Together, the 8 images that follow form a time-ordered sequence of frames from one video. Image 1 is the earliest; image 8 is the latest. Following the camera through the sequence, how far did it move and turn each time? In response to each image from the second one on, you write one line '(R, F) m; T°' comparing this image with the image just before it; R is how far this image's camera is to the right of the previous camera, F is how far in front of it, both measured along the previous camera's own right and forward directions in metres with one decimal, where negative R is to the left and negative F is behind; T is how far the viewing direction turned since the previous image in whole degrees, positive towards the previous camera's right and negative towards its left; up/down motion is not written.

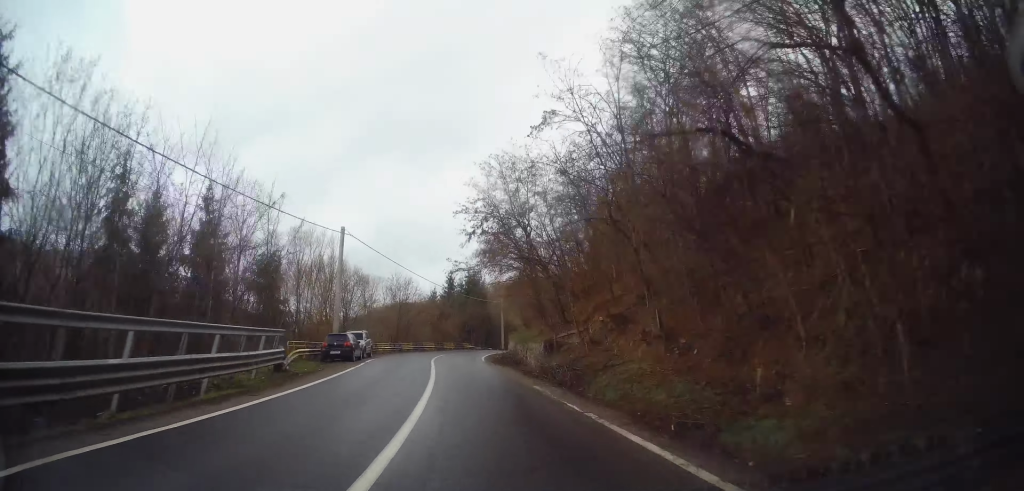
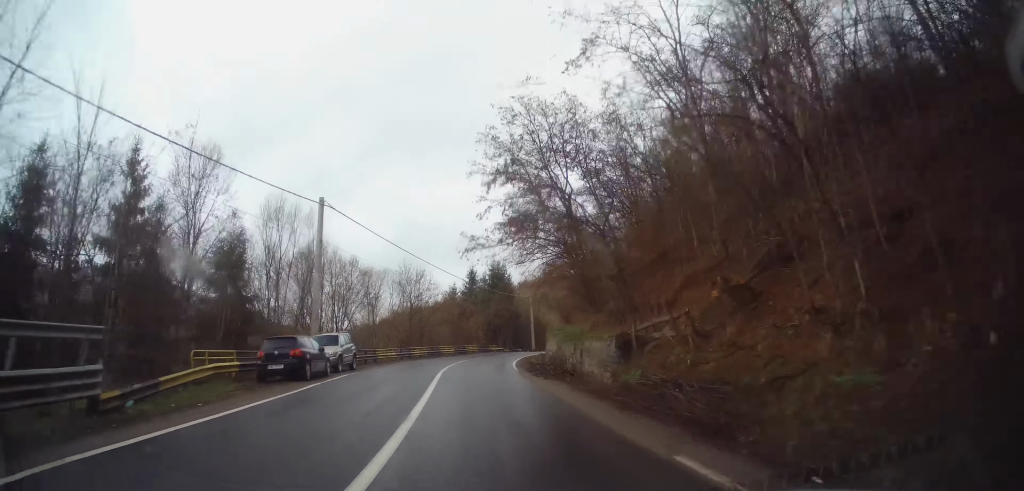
(-0.2, +10.5) m; -2°
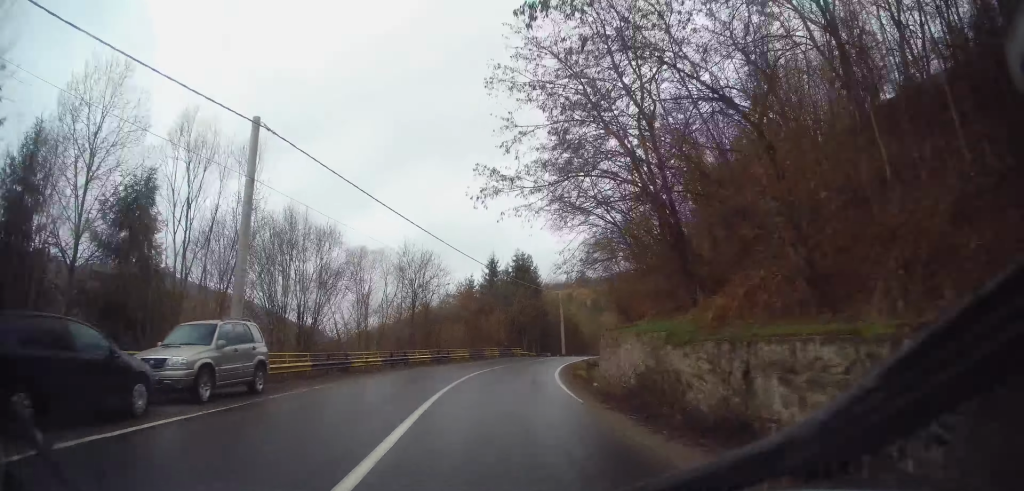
(-0.2, +12.2) m; +1°
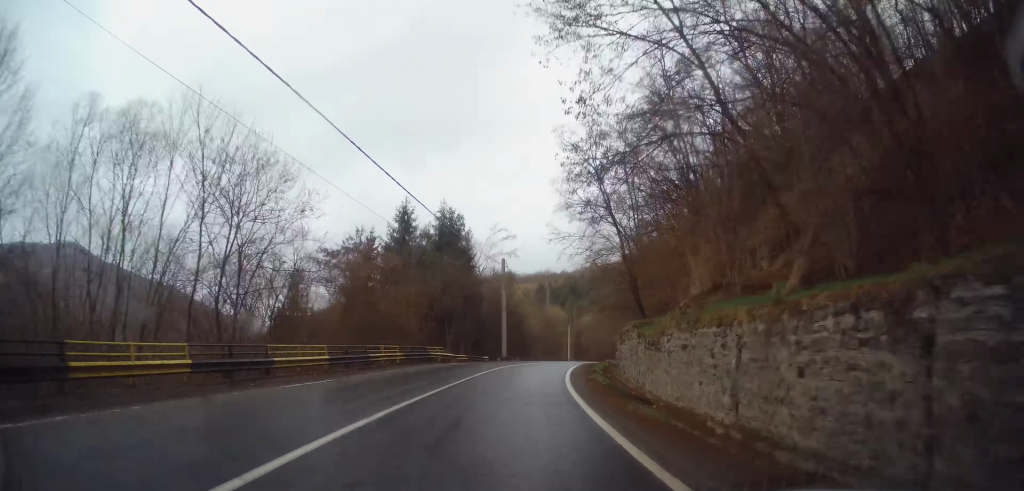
(+0.9, +24.0) m; +7°
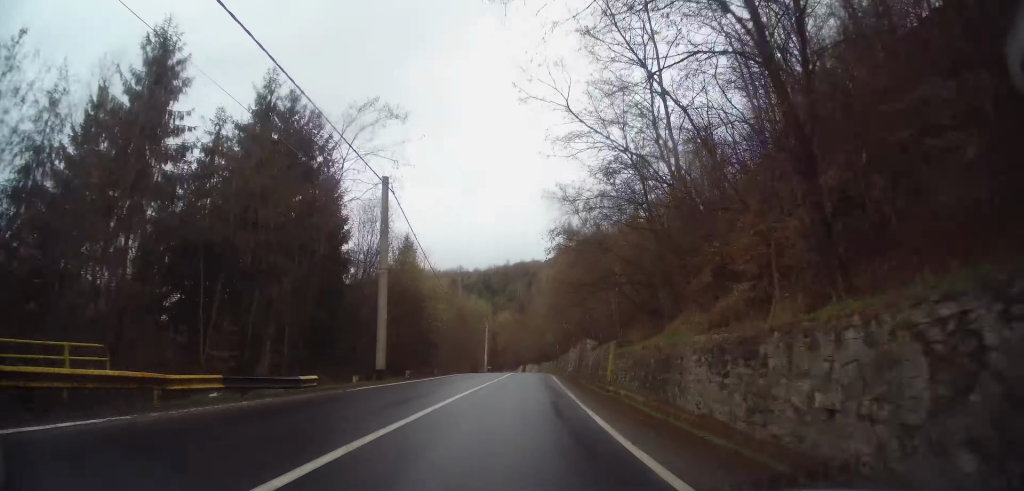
(+2.1, +25.8) m; +7°
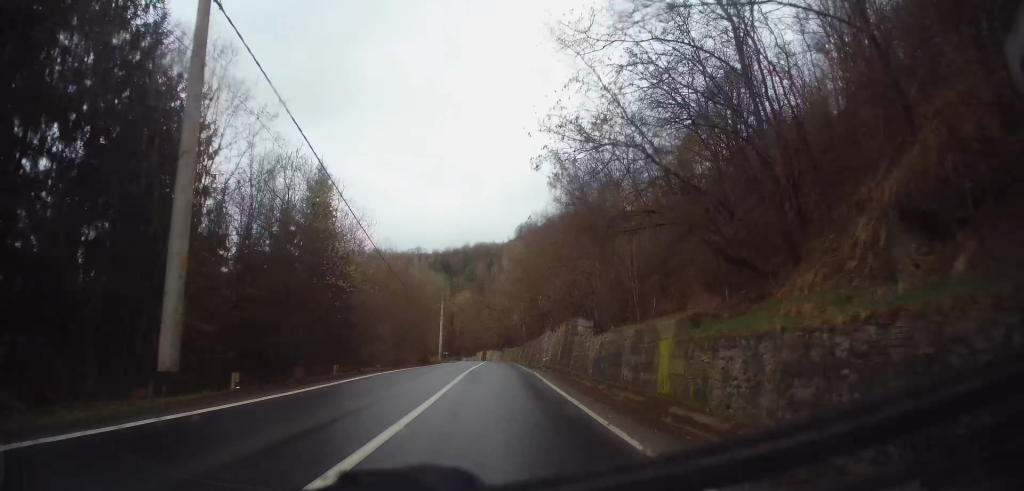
(+0.4, +15.2) m; +4°
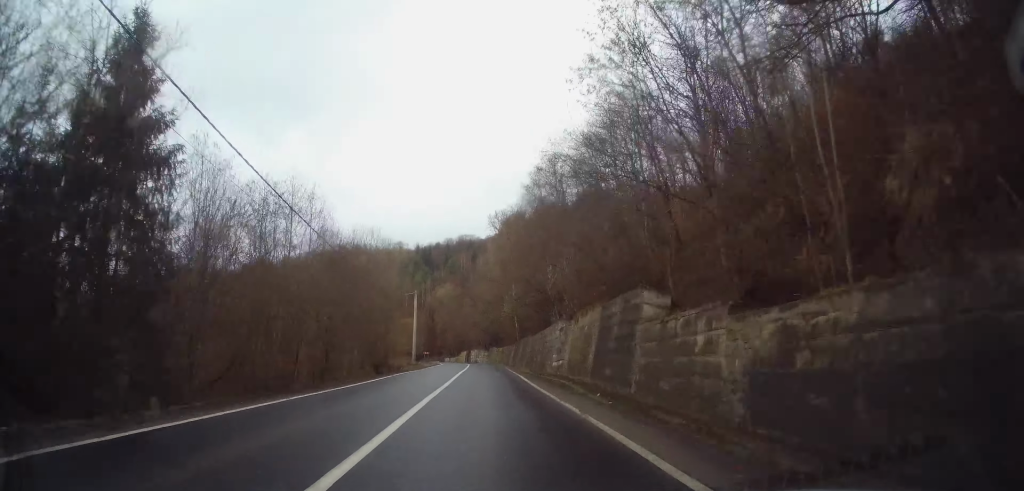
(+0.7, +17.6) m; +3°
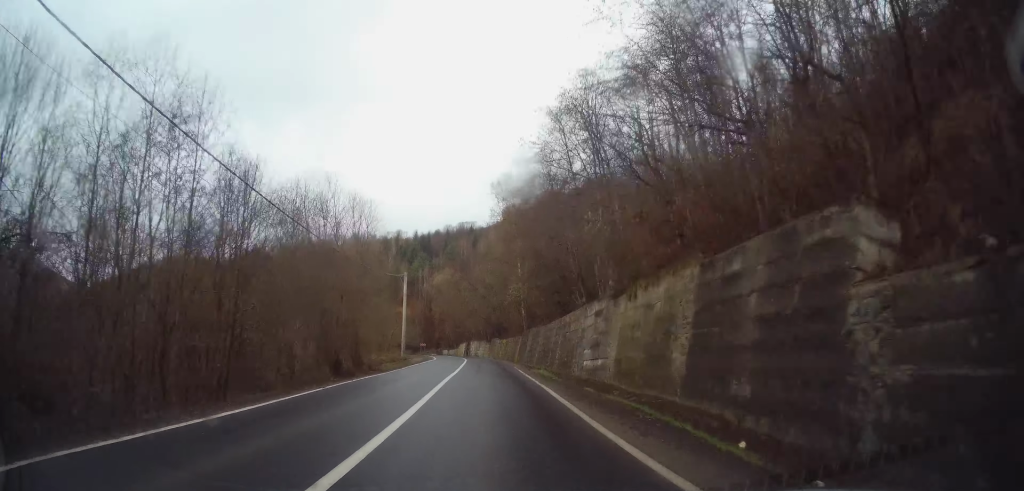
(+0.1, +11.2) m; 0°
